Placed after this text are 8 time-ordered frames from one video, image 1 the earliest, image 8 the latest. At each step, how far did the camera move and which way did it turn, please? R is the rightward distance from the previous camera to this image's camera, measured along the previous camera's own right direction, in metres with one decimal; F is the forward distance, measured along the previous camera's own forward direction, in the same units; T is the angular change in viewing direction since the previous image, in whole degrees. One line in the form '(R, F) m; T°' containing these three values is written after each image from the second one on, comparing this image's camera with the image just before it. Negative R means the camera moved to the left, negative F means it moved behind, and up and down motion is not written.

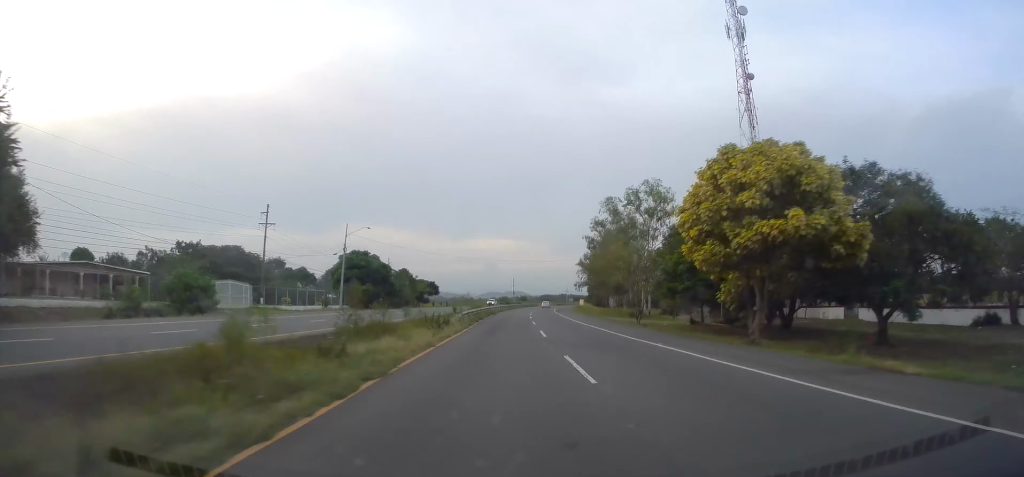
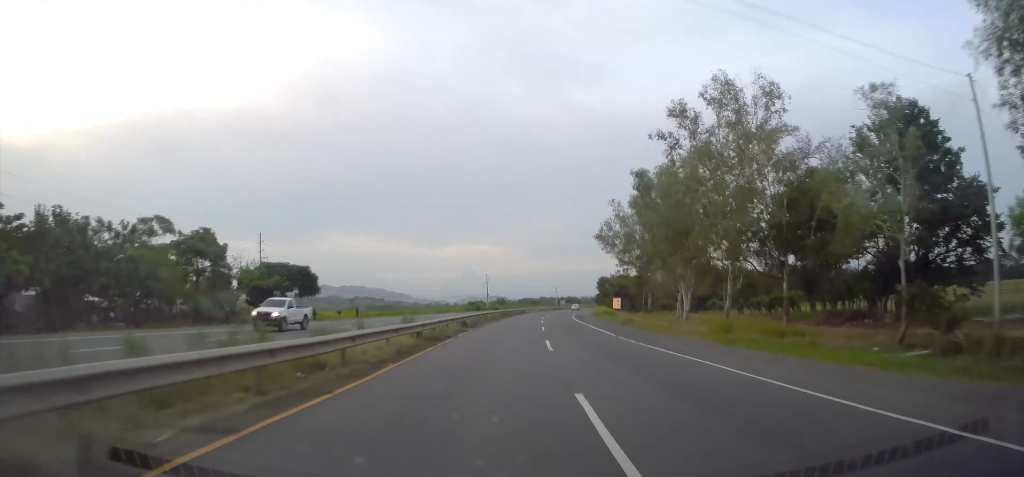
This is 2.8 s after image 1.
(+1.6, +69.6) m; +3°
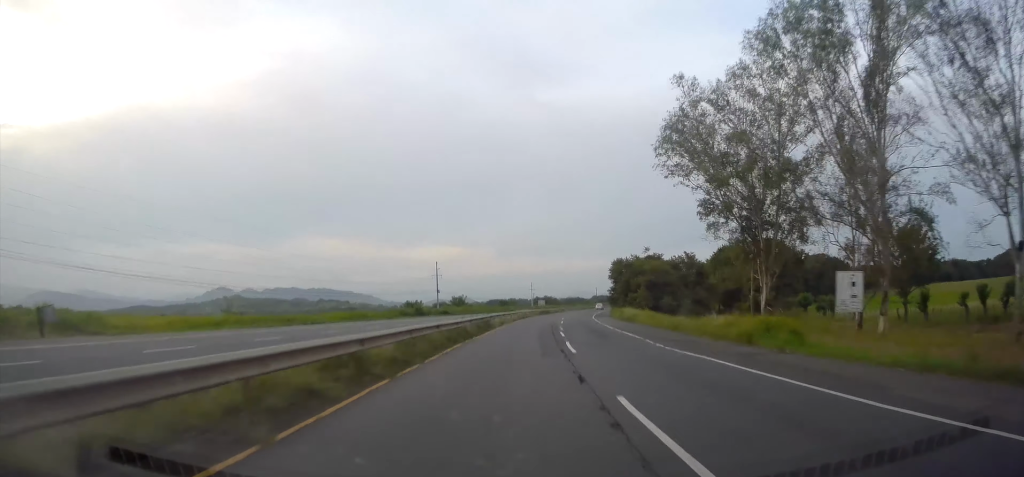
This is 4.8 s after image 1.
(+1.5, +53.2) m; +3°
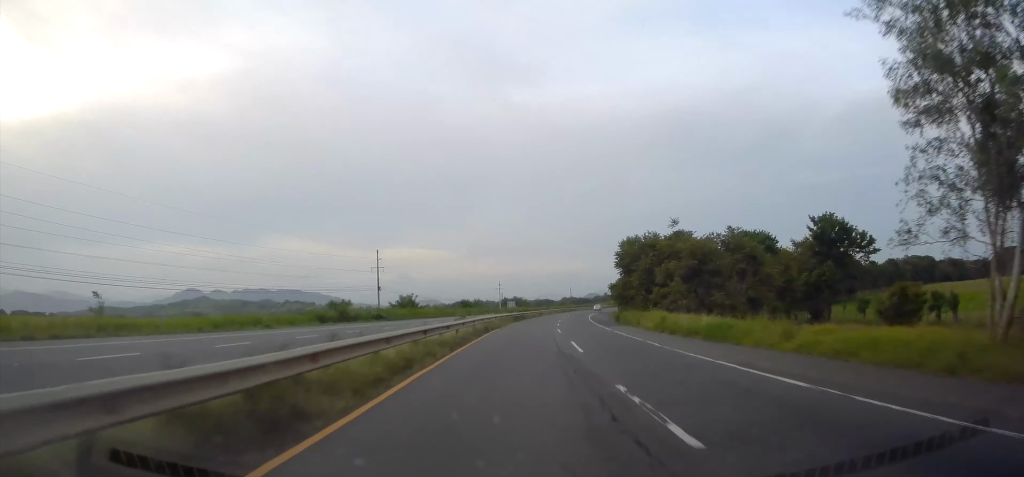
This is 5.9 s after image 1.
(+0.5, +27.9) m; +2°
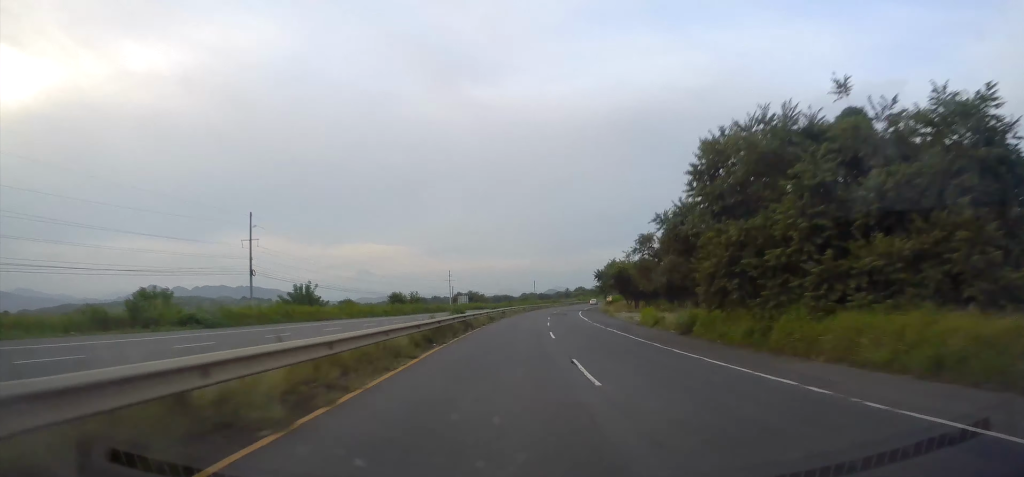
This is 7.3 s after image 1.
(0.0, +34.4) m; +3°
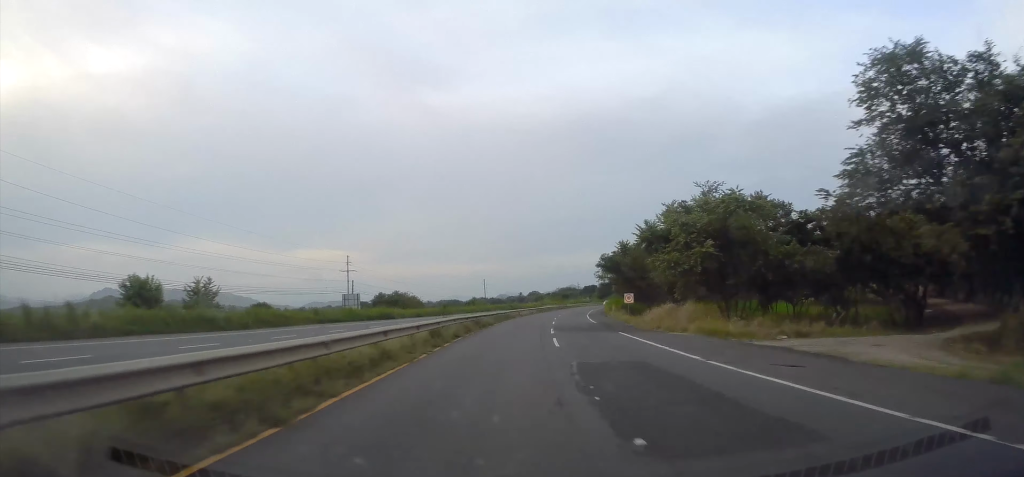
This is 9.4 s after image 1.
(+3.4, +56.1) m; +6°
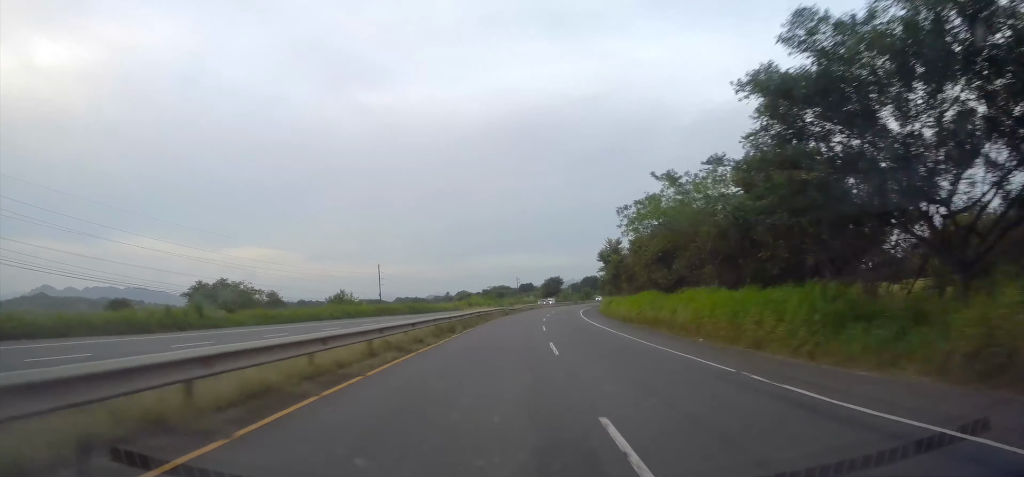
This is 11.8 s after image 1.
(+3.7, +62.9) m; +6°
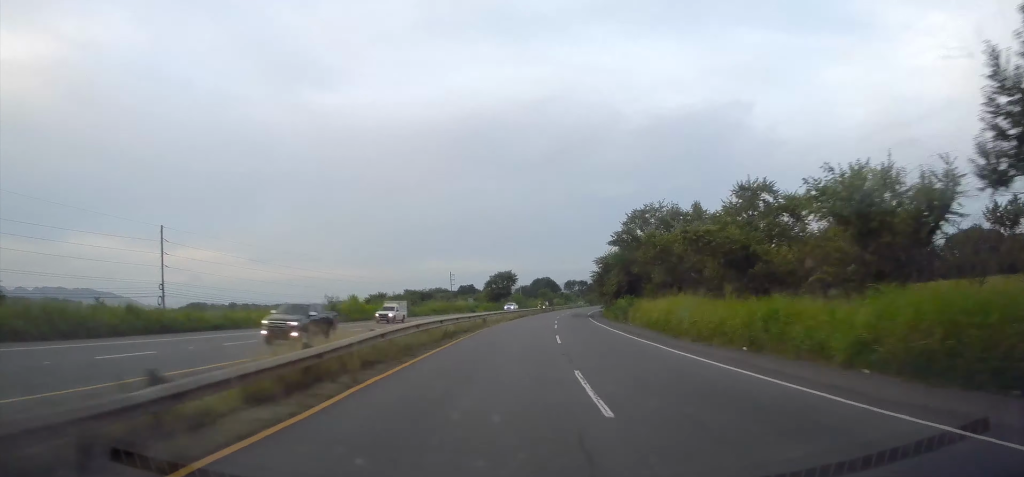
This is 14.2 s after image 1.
(+3.3, +60.4) m; +6°
